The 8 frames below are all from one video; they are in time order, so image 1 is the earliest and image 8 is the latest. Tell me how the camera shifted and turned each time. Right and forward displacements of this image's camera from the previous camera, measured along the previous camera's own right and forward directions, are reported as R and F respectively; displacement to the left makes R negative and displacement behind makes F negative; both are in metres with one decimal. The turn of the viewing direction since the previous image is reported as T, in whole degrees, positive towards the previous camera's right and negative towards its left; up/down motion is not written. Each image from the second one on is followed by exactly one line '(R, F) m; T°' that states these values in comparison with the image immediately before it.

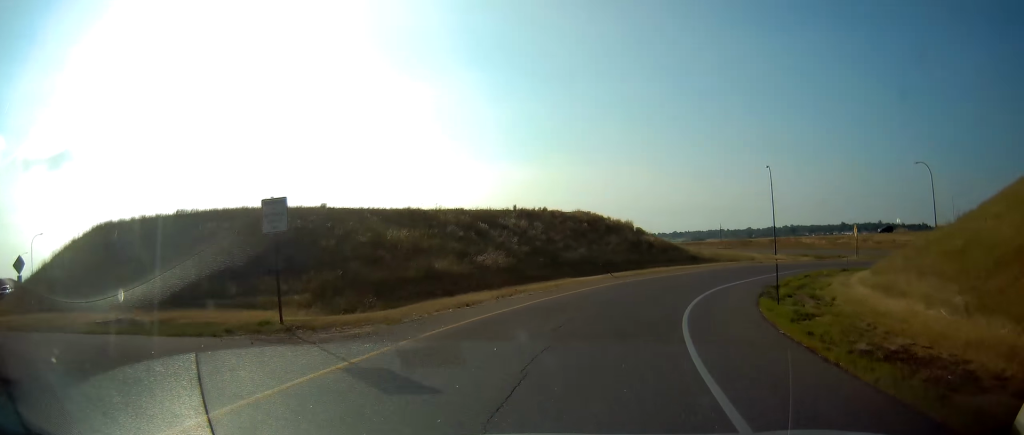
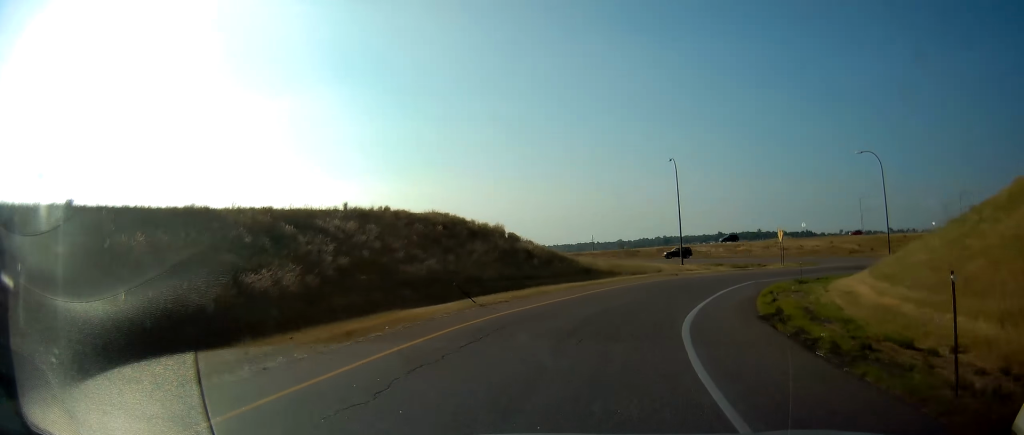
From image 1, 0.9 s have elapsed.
(+1.3, +12.6) m; +15°
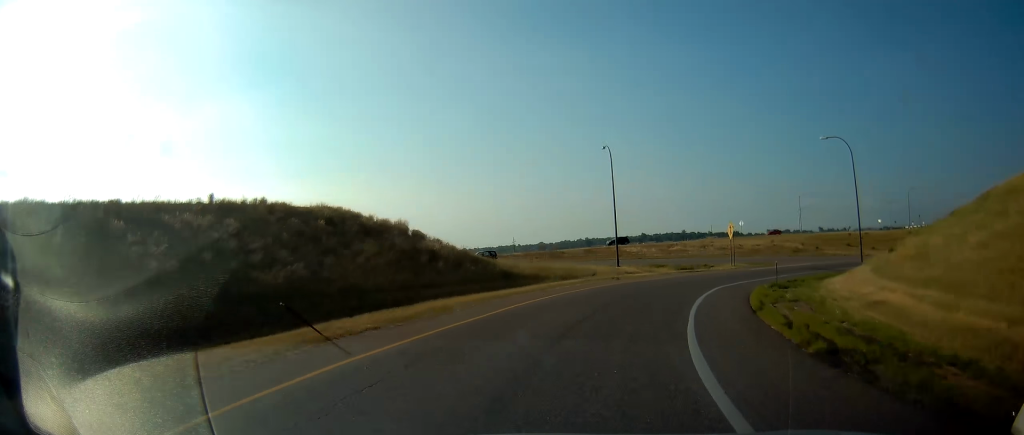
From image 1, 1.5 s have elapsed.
(+0.3, +7.5) m; +10°
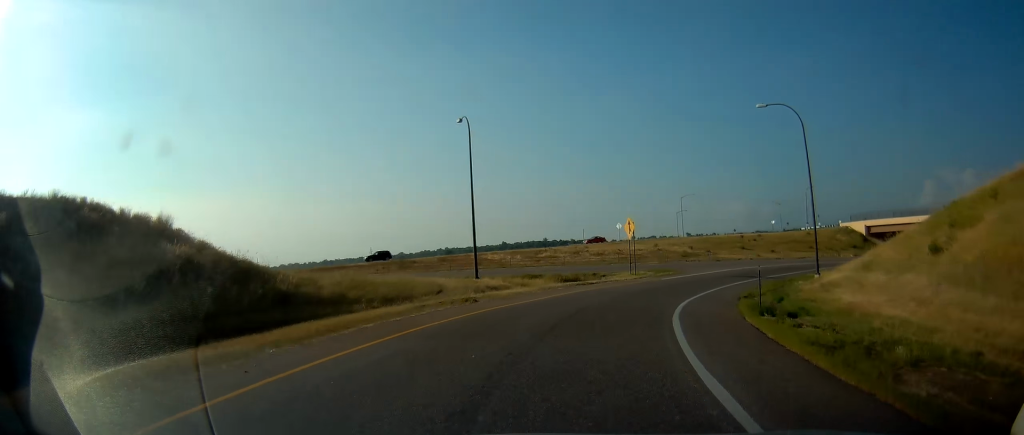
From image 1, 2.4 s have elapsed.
(+1.8, +13.5) m; +13°
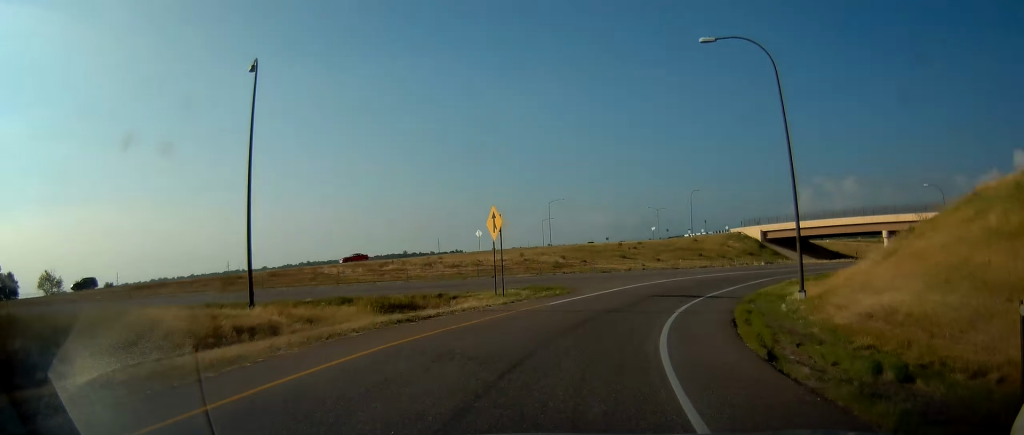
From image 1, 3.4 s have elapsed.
(+1.4, +14.2) m; +9°
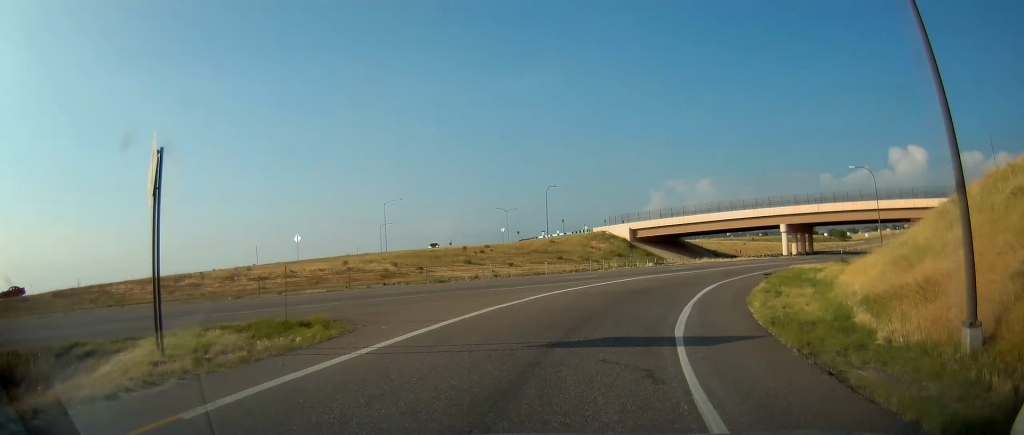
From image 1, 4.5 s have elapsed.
(+1.1, +16.1) m; +15°
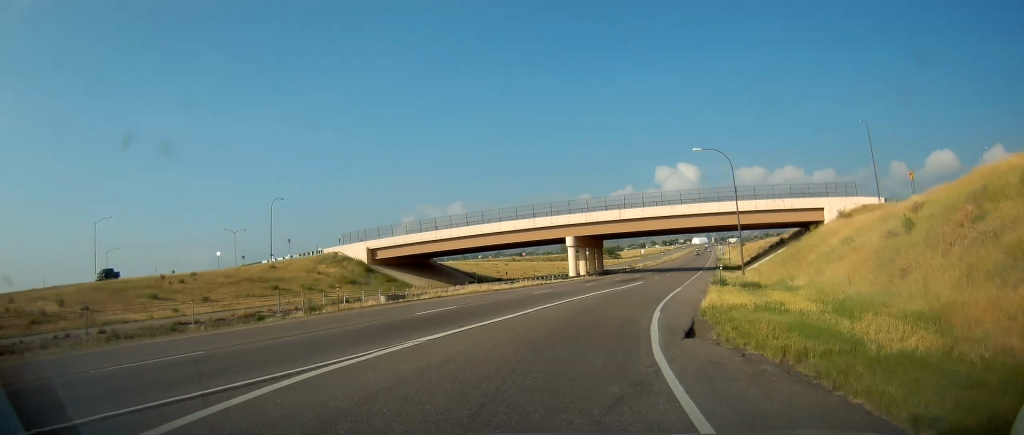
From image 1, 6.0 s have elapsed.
(+6.1, +21.4) m; +27°
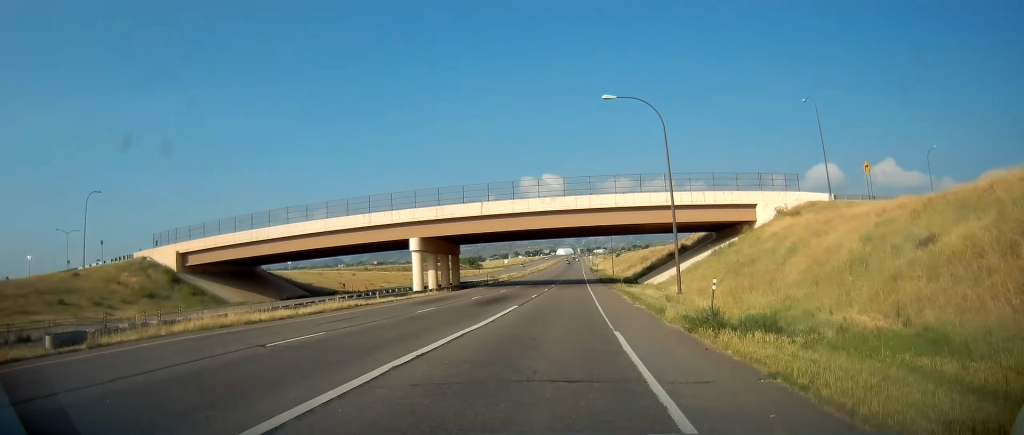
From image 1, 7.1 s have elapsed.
(+2.6, +17.7) m; +13°
